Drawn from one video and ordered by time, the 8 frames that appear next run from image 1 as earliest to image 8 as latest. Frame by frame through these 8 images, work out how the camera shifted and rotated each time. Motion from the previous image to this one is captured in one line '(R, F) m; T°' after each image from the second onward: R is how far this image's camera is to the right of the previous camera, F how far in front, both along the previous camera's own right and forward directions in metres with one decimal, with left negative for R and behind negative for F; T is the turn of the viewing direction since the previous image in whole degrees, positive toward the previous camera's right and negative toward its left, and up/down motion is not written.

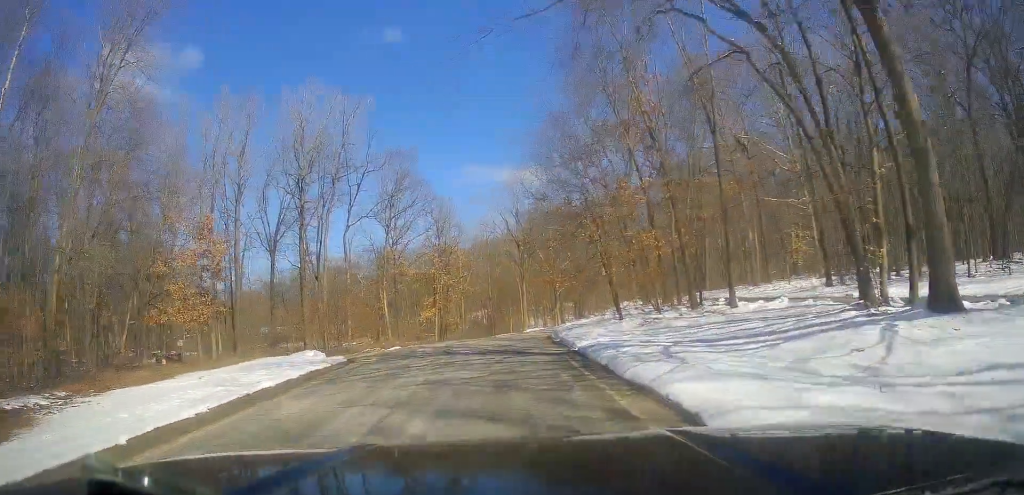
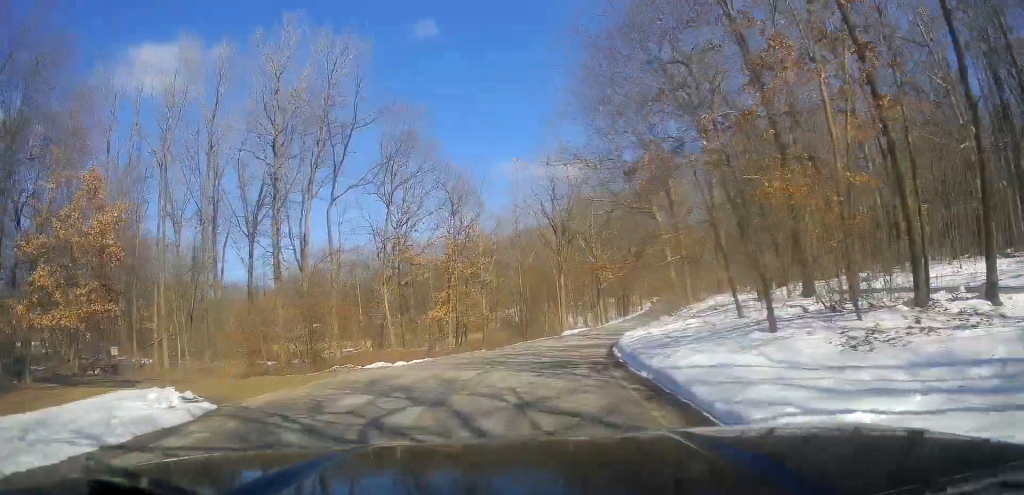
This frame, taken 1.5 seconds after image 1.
(-0.7, +16.1) m; -8°
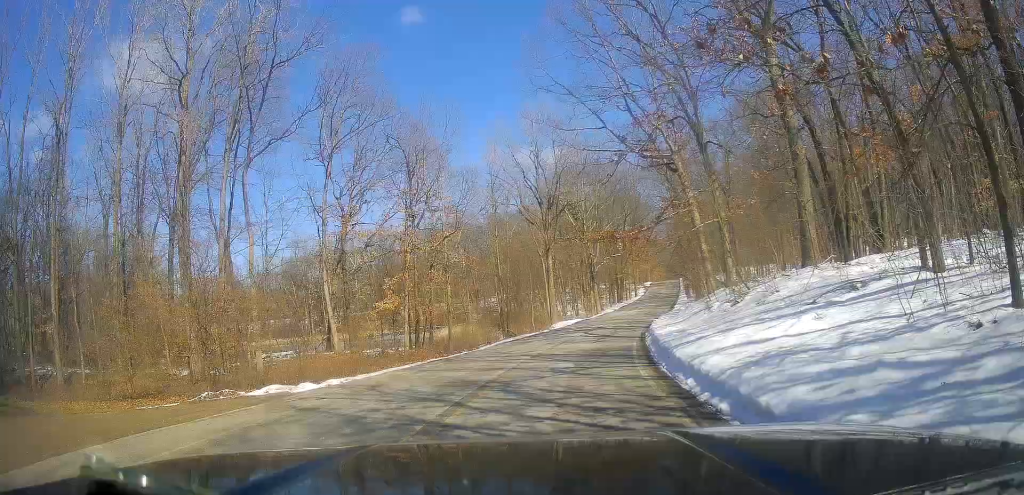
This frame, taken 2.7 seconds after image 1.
(-1.1, +13.3) m; -2°
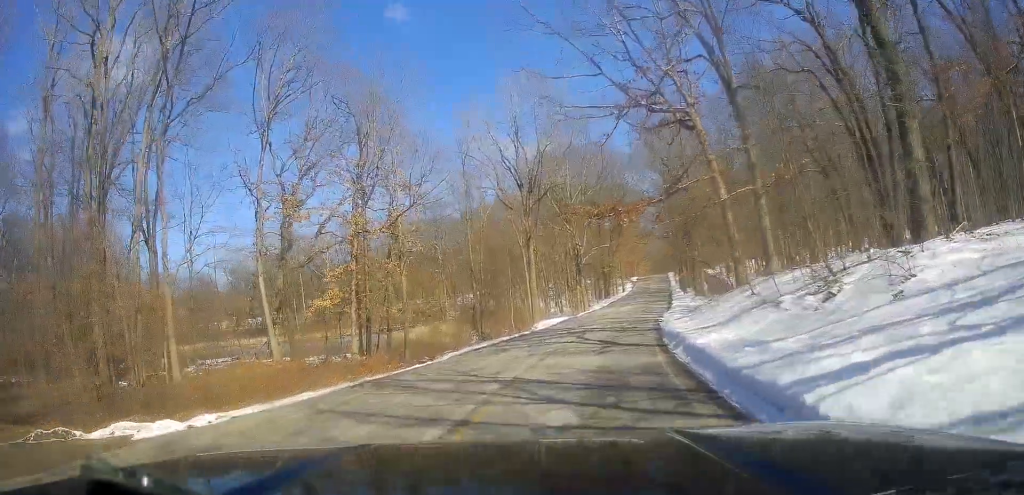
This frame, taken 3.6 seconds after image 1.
(+0.8, +8.4) m; 0°
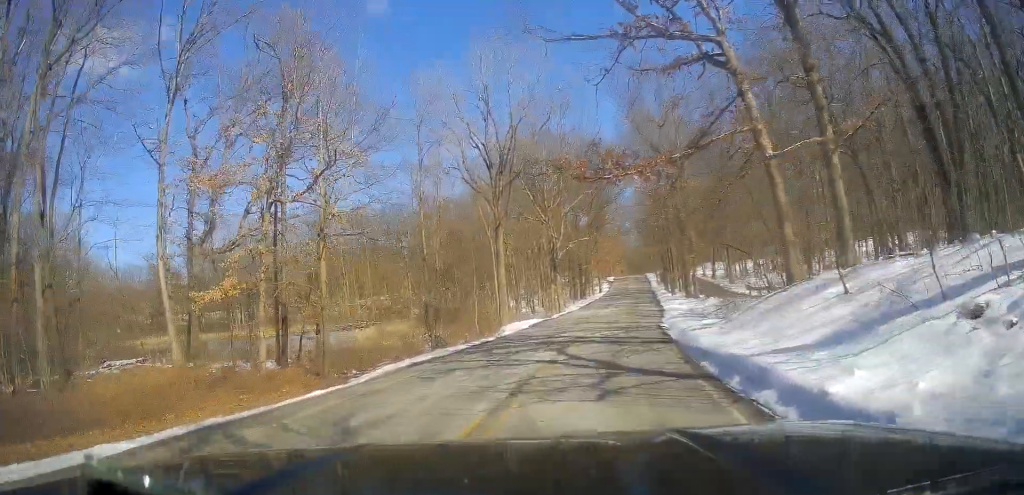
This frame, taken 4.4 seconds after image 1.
(-0.6, +8.2) m; -1°
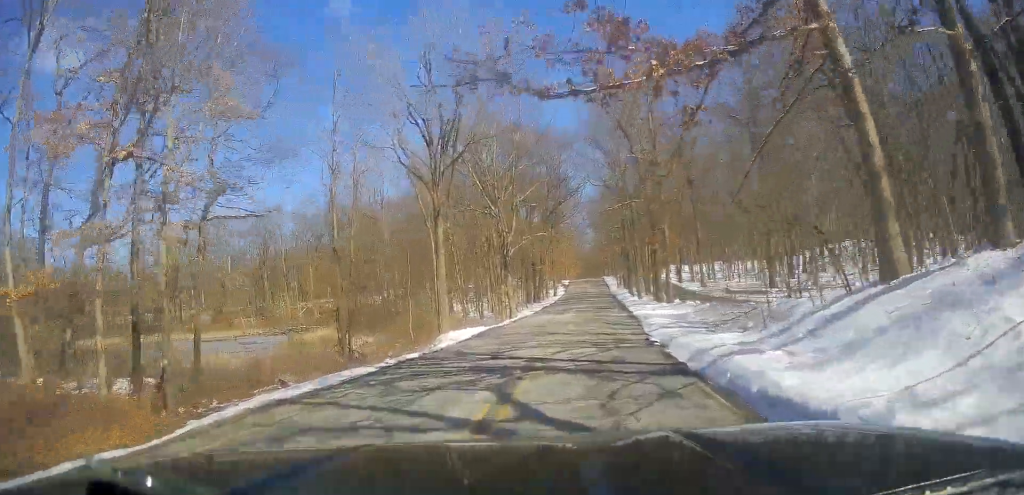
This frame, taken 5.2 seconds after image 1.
(+0.1, +7.6) m; +3°
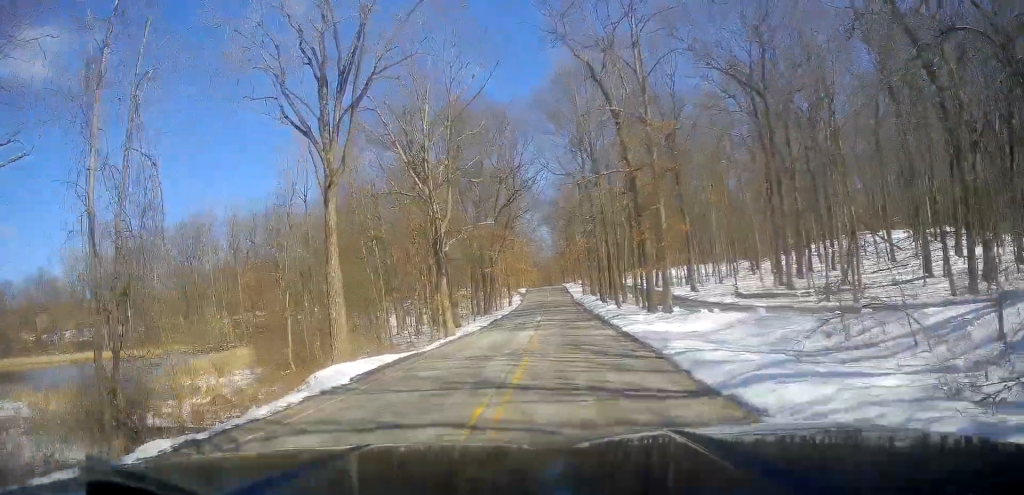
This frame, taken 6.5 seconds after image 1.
(+1.1, +13.4) m; +7°
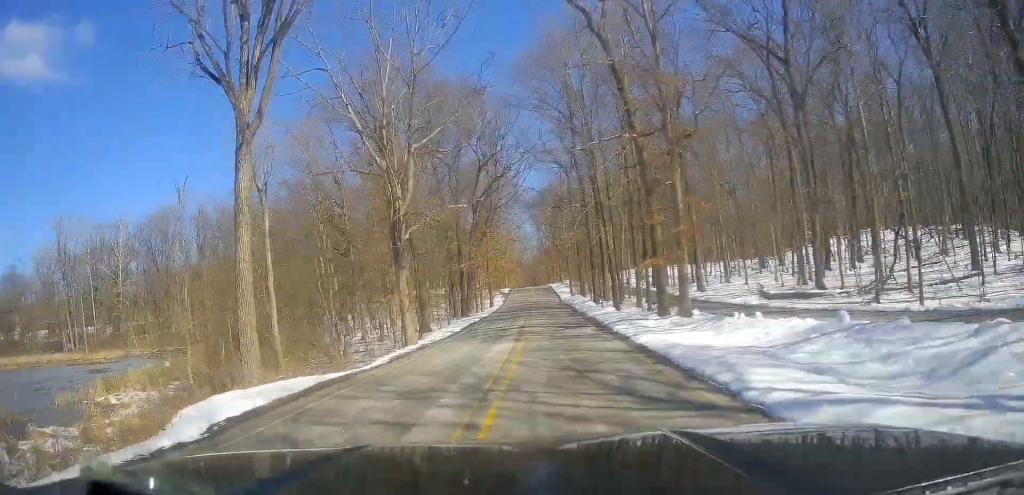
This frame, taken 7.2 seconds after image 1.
(+0.1, +7.4) m; +3°
